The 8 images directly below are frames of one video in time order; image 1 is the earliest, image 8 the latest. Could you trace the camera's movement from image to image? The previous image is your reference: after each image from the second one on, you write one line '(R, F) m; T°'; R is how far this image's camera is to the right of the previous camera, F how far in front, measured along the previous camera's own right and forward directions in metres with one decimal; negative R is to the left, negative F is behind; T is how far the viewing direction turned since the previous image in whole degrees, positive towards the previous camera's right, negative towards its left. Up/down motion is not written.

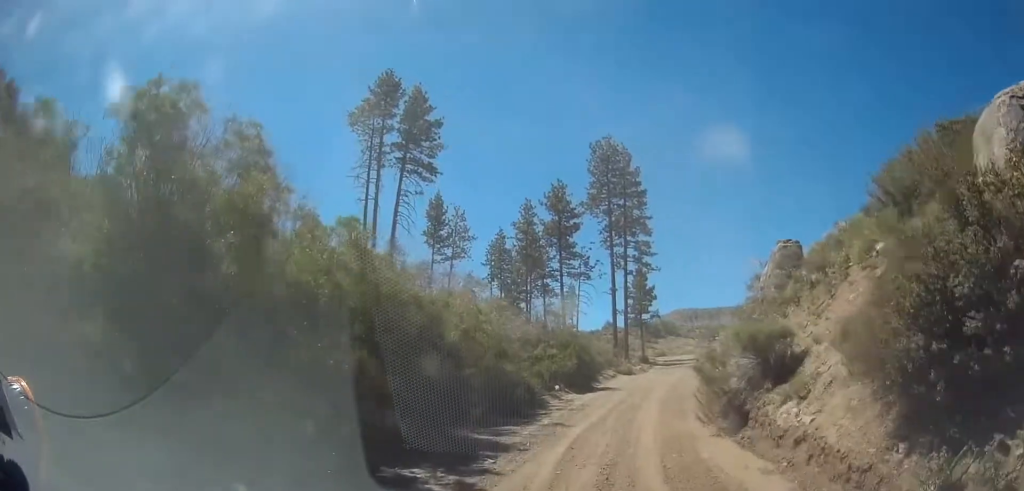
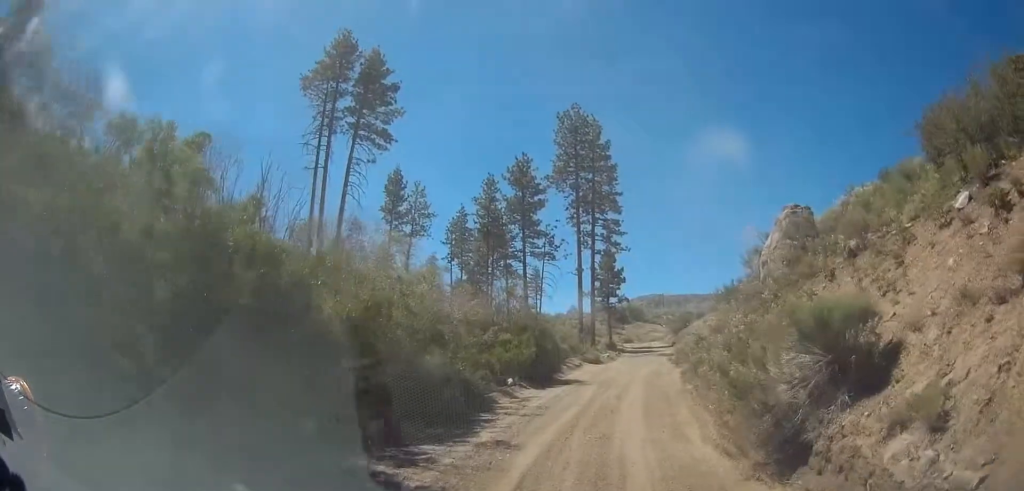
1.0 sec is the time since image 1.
(+0.3, +4.6) m; +7°
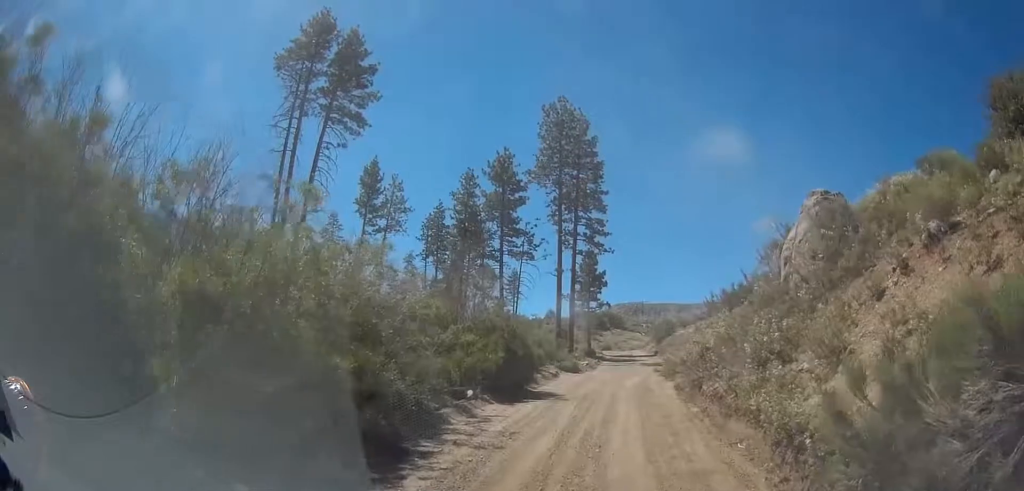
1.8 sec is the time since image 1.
(+0.2, +3.9) m; +4°
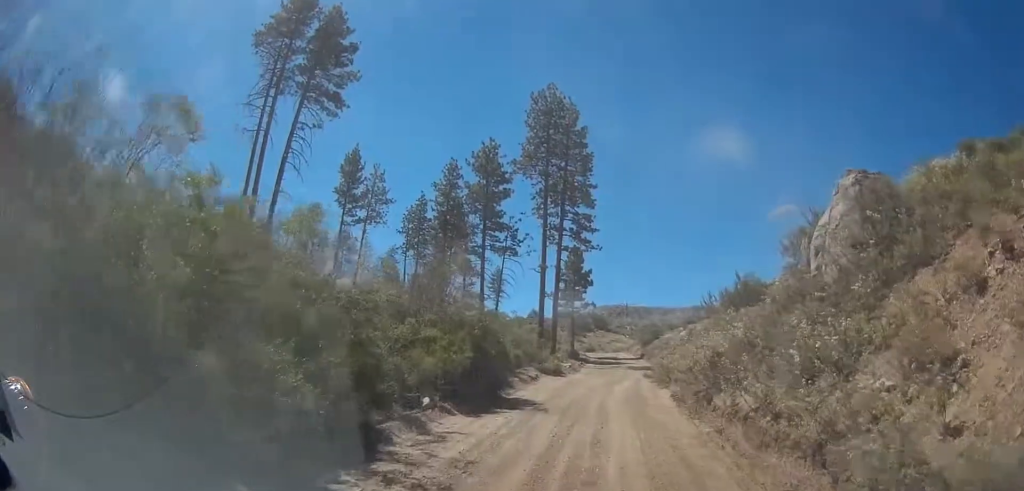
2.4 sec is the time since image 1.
(-0.1, +3.1) m; +1°
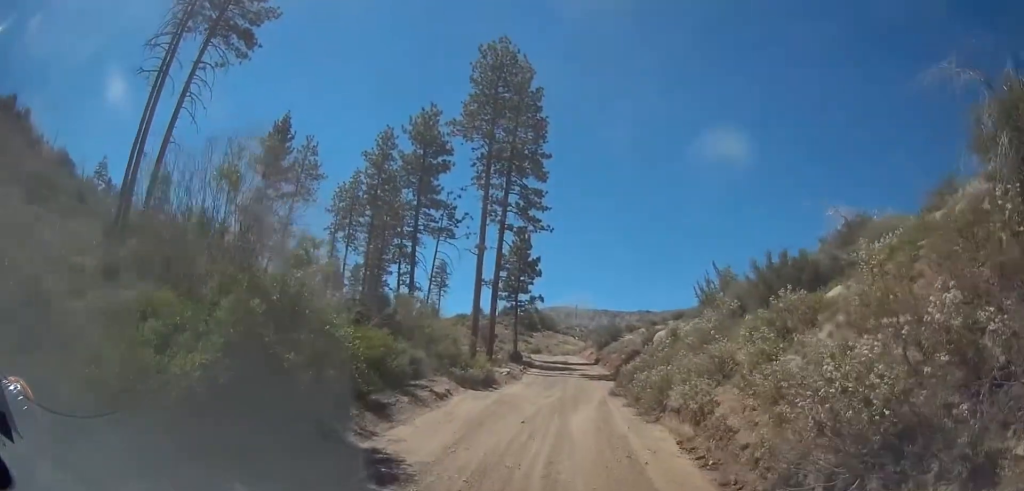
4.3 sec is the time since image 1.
(+0.3, +9.6) m; 0°
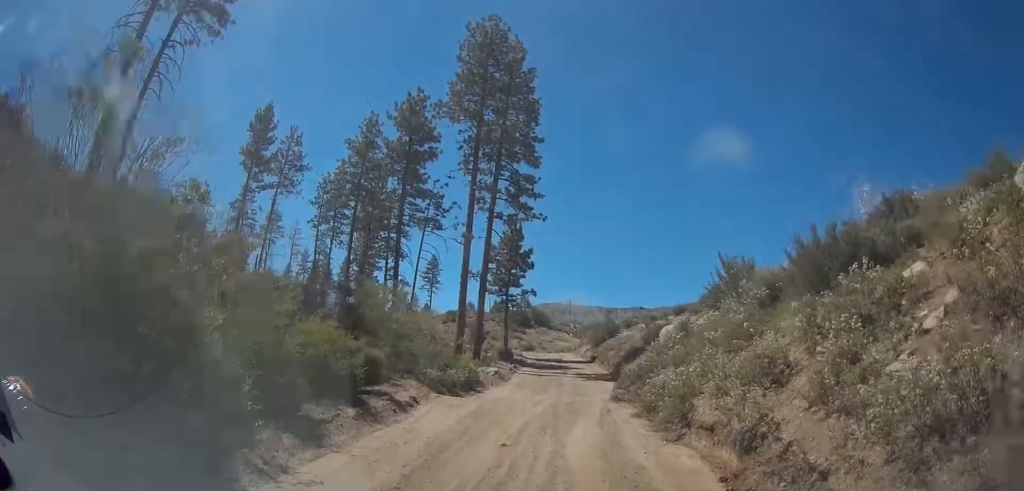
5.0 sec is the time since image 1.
(-0.1, +3.5) m; 0°
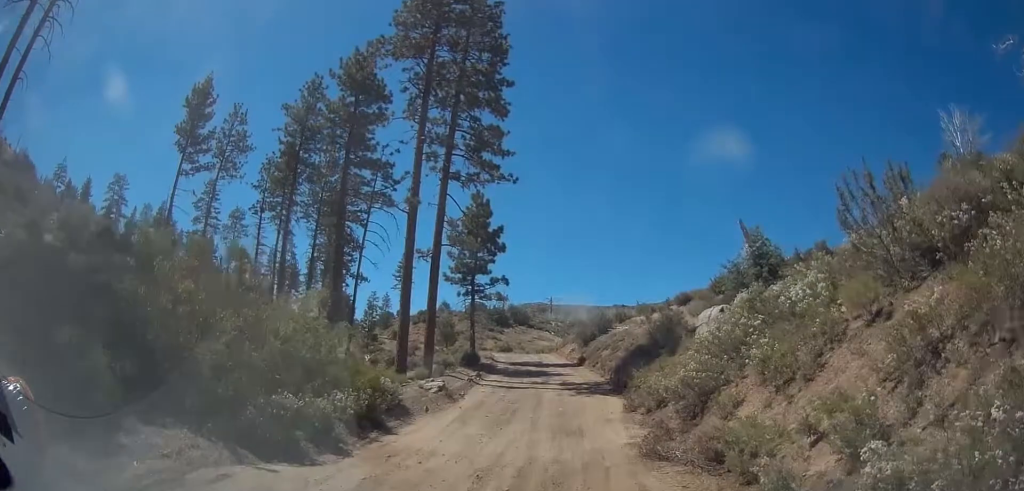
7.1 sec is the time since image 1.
(+0.1, +10.3) m; +1°
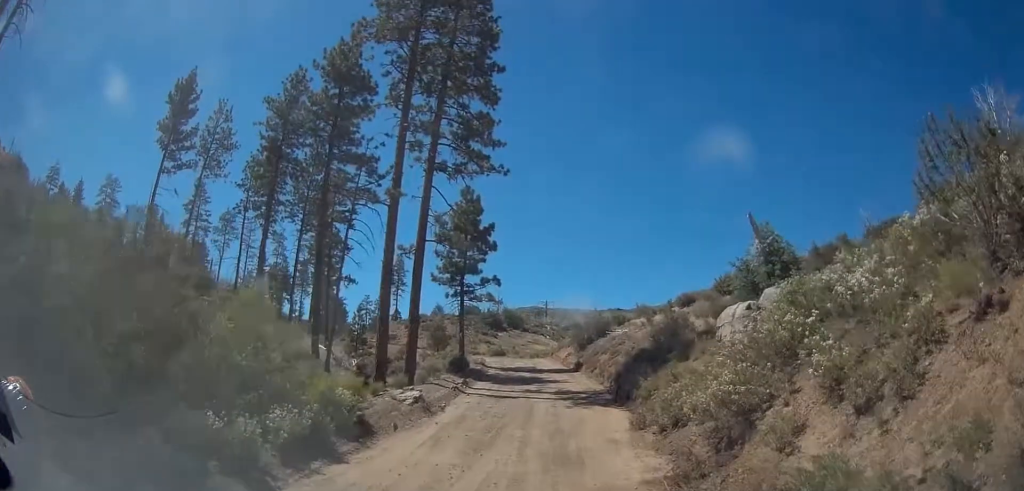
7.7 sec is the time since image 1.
(0.0, +2.7) m; +2°
